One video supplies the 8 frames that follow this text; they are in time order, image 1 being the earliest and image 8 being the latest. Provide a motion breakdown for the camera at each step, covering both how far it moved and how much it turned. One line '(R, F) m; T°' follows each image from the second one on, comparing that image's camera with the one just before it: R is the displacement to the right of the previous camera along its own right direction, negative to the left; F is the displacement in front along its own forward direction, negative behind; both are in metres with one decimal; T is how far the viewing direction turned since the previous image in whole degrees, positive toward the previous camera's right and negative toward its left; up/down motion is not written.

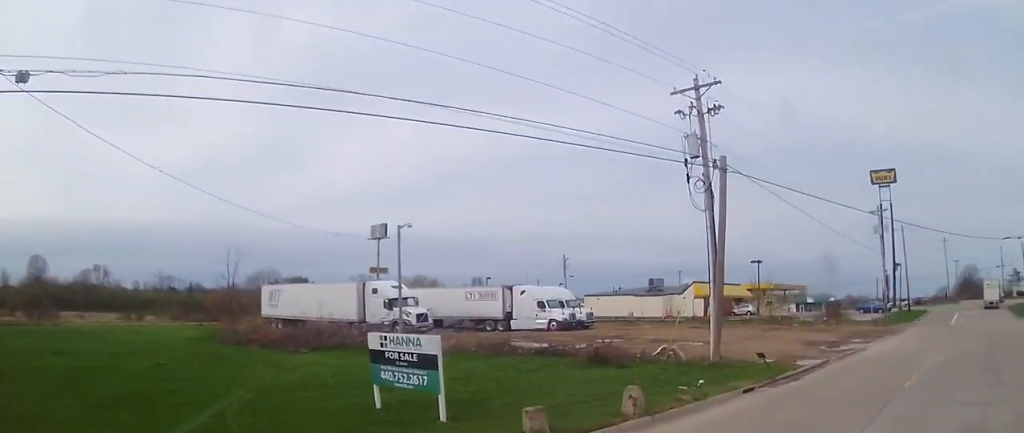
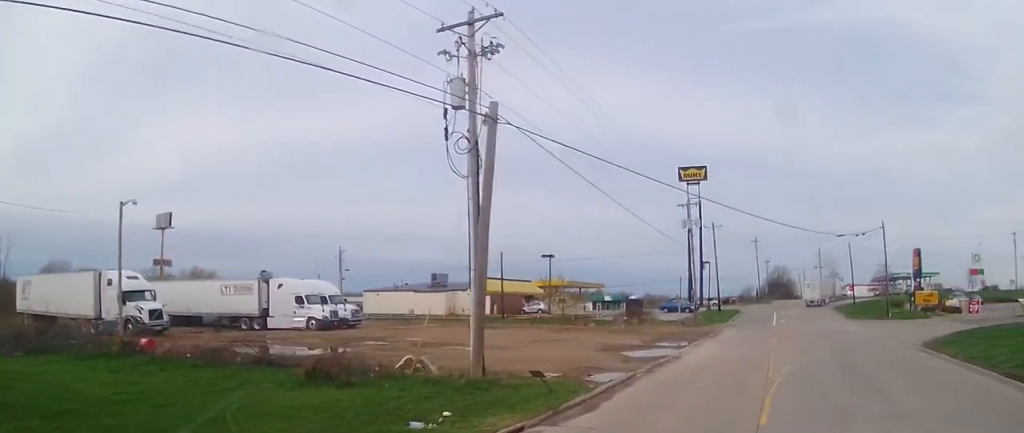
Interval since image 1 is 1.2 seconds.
(+0.2, +5.0) m; +11°
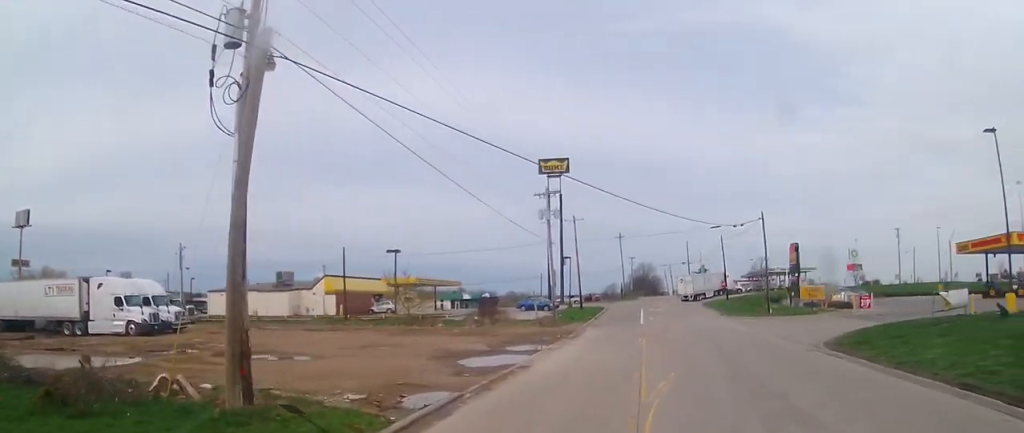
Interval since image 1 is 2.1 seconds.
(+0.5, +4.4) m; +20°
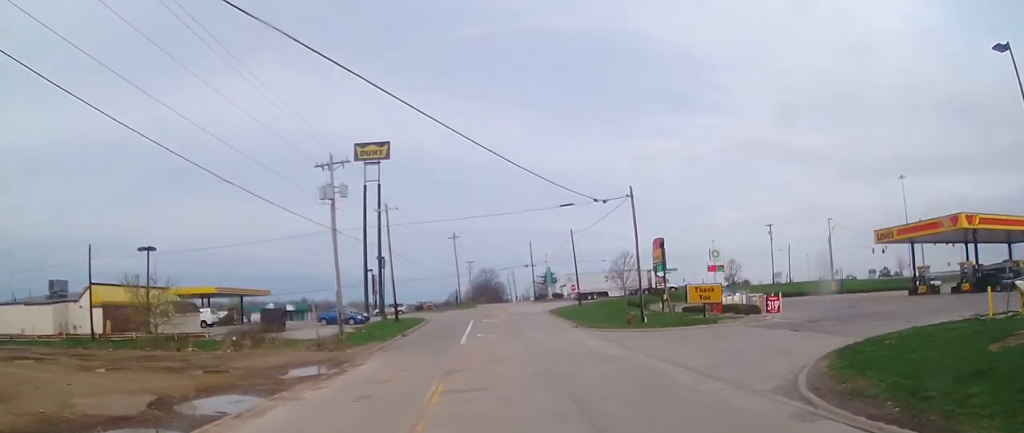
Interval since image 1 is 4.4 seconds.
(+2.6, +13.0) m; +10°
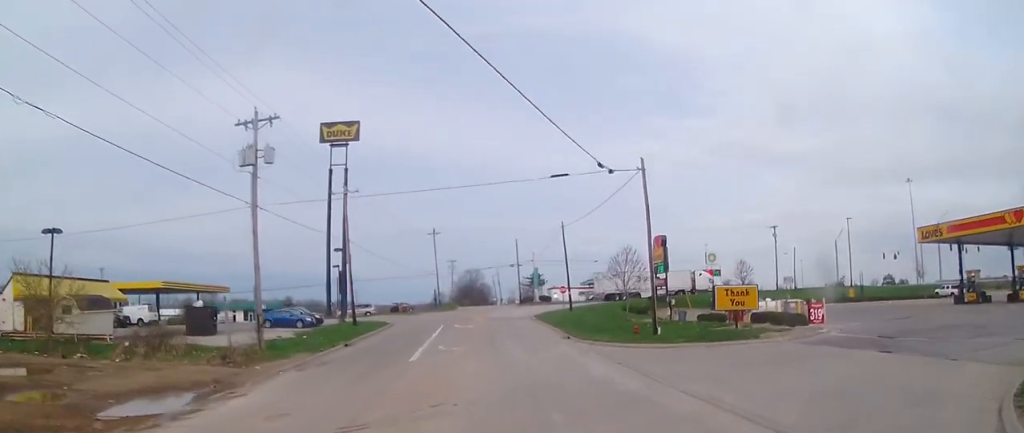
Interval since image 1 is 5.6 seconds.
(+0.3, +7.9) m; +6°
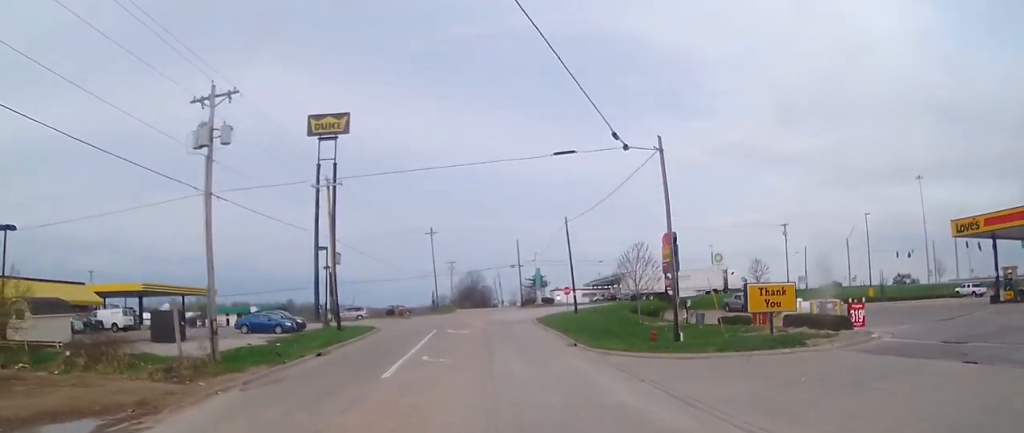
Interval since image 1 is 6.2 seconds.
(+0.4, +4.0) m; +2°
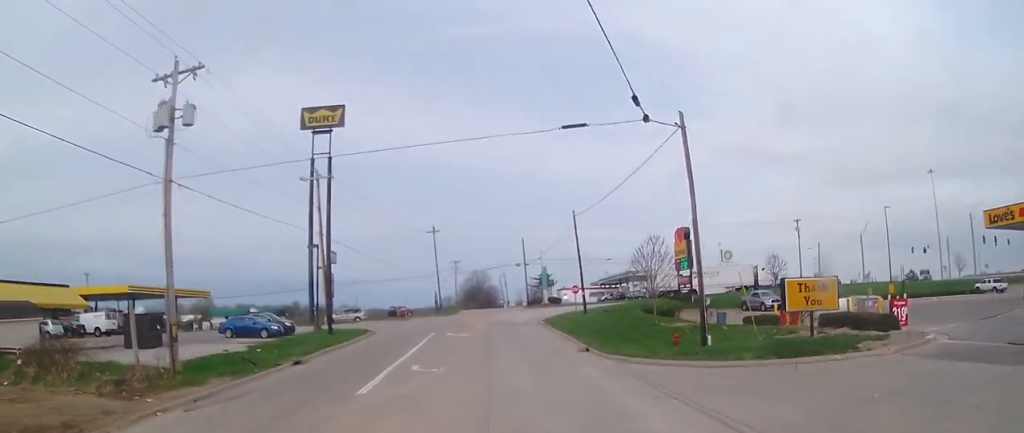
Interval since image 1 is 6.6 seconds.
(-0.2, +3.4) m; 0°
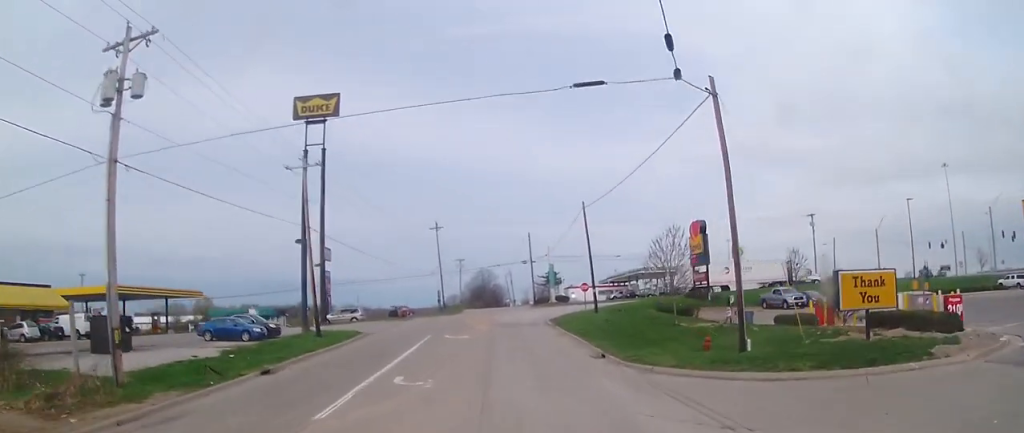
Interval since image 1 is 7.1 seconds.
(-0.2, +3.6) m; 0°
